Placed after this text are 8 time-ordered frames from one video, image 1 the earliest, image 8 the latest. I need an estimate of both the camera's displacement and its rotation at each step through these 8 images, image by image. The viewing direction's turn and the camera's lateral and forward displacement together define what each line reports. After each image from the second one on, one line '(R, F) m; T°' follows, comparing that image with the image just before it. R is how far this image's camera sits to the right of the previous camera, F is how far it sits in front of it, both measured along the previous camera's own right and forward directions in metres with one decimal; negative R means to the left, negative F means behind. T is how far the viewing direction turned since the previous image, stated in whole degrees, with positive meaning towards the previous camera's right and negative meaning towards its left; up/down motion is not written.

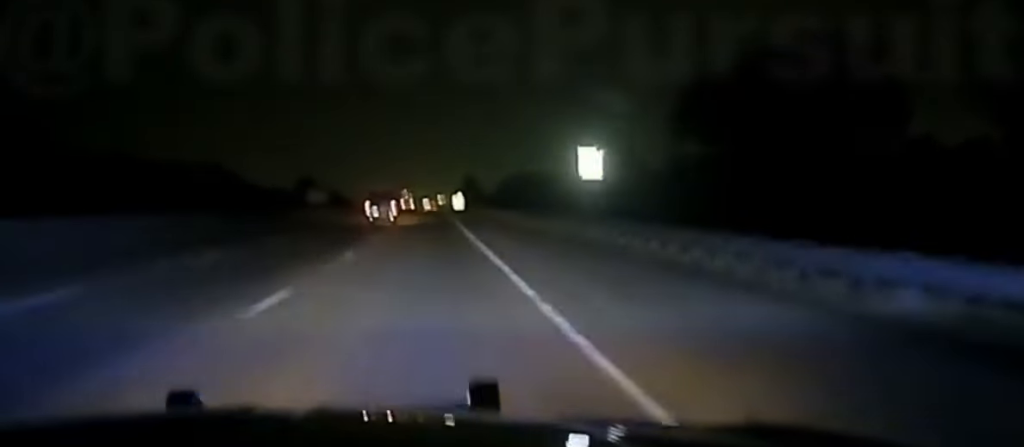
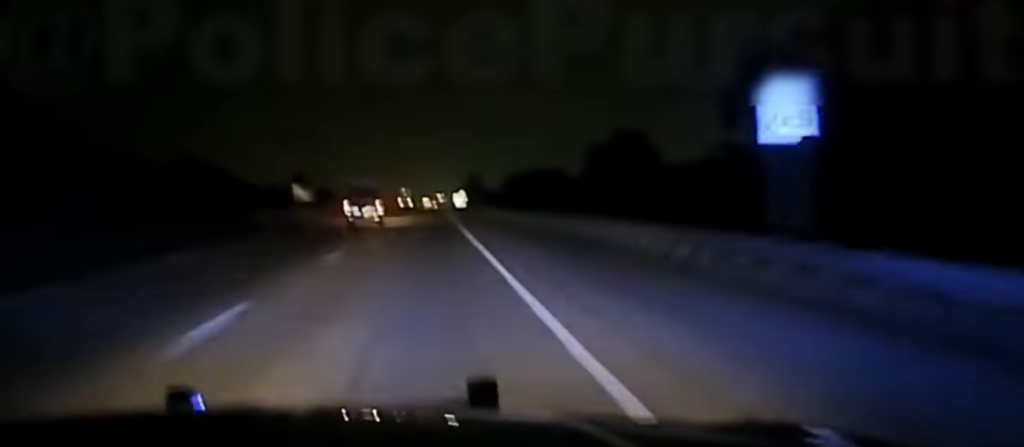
(-0.1, +26.2) m; 0°
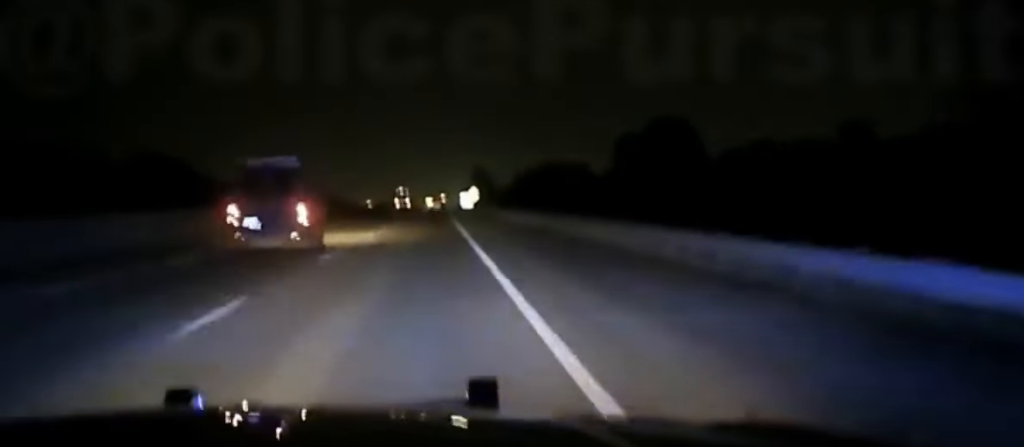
(+0.4, +60.7) m; 0°
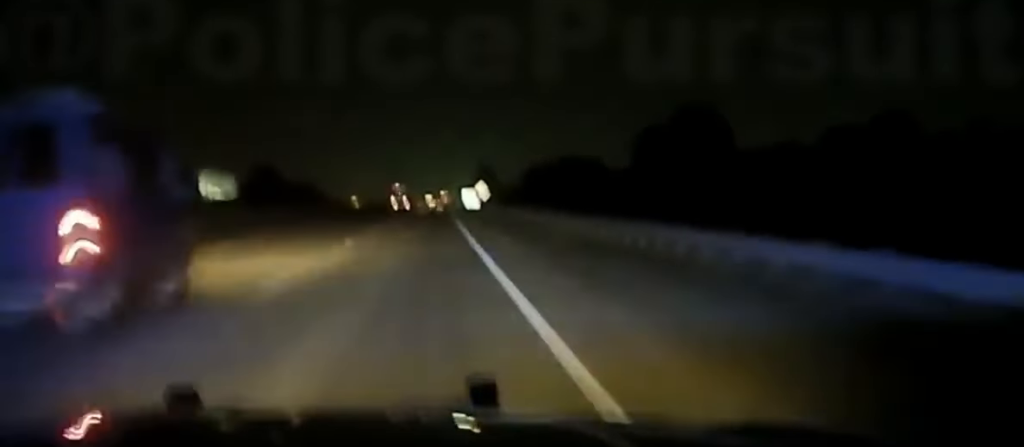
(0.0, +32.0) m; 0°
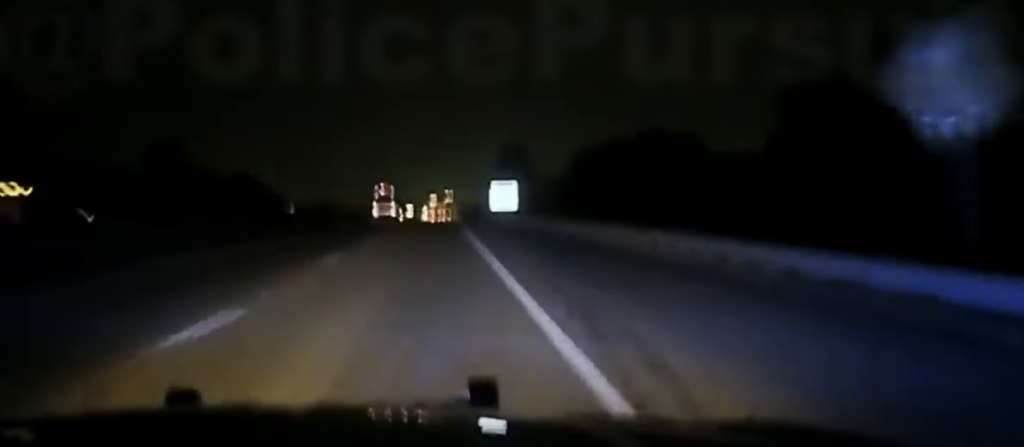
(-1.4, +124.6) m; 0°
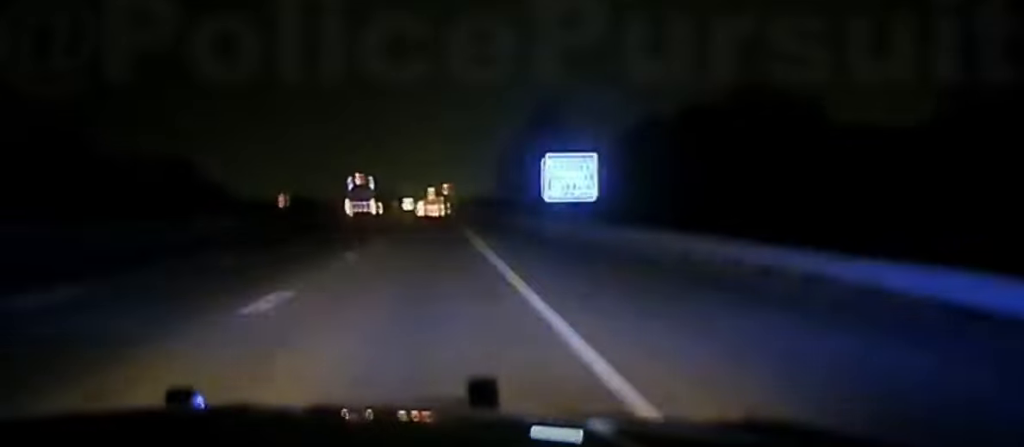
(+0.5, +68.0) m; 0°
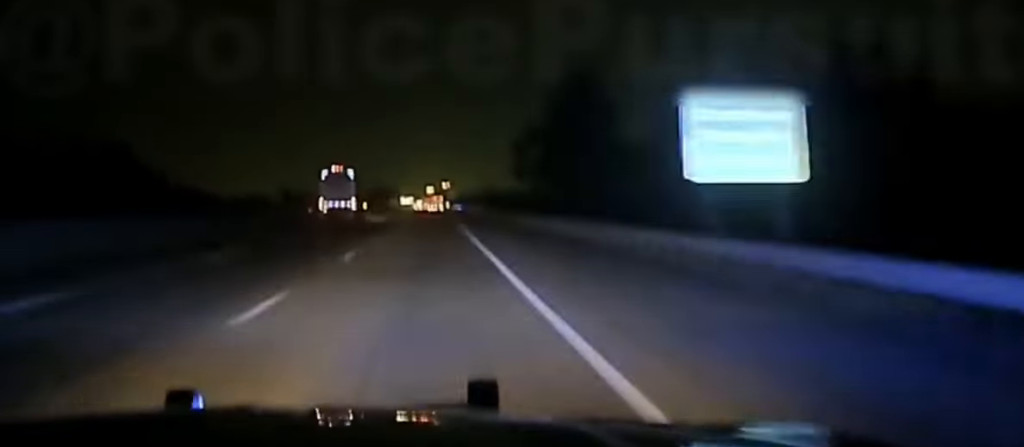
(-0.1, +36.8) m; 0°
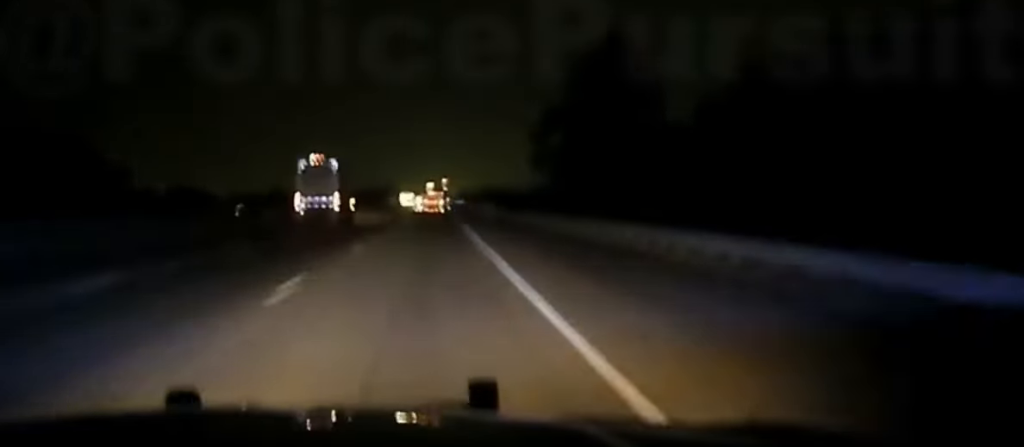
(+0.1, +23.0) m; 0°
